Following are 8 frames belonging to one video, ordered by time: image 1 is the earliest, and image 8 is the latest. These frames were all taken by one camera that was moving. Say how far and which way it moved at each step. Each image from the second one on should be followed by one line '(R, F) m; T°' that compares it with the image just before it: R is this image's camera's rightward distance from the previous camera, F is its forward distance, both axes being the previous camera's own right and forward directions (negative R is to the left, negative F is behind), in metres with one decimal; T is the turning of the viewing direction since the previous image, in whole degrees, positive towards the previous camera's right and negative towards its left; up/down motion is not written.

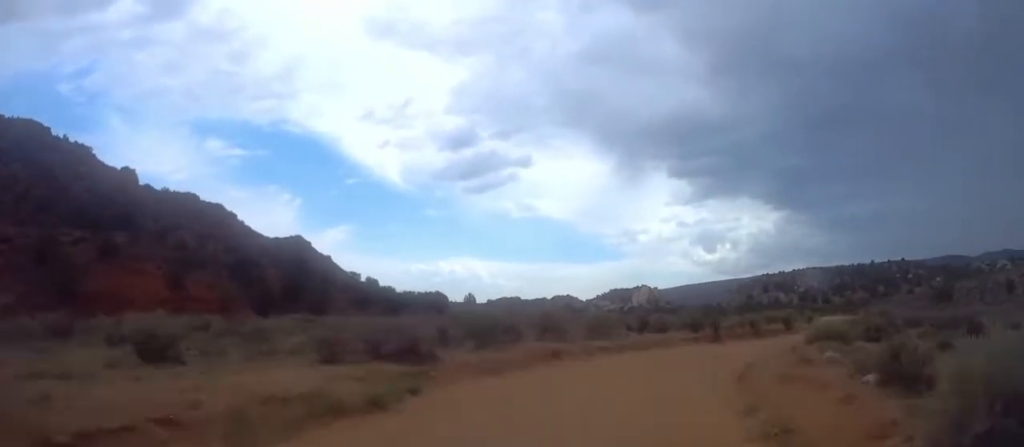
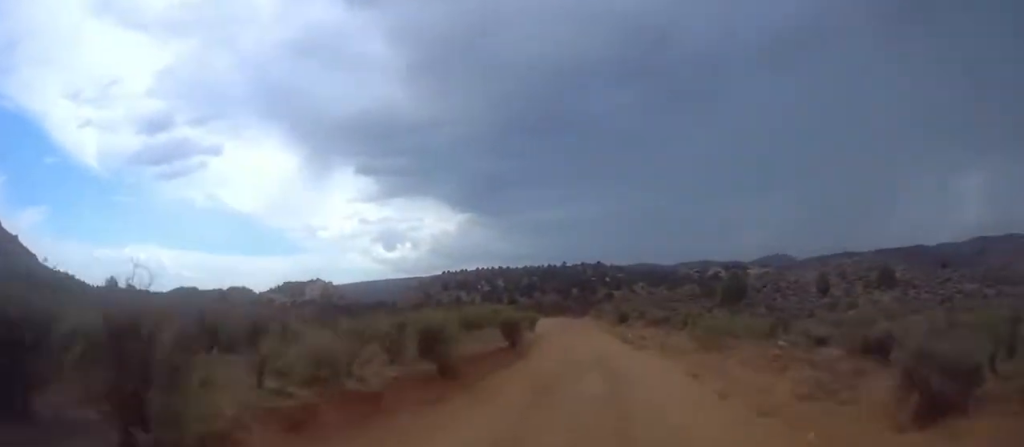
(+8.0, +35.0) m; +20°
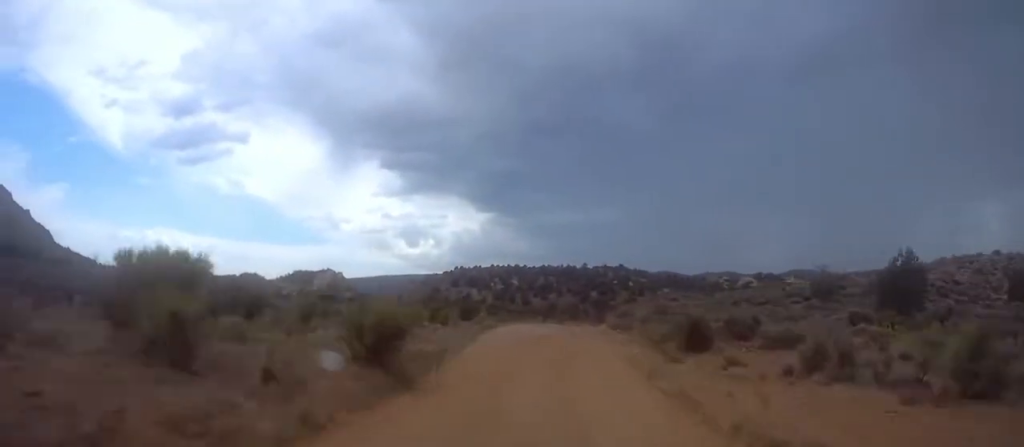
(+1.6, +33.6) m; 0°
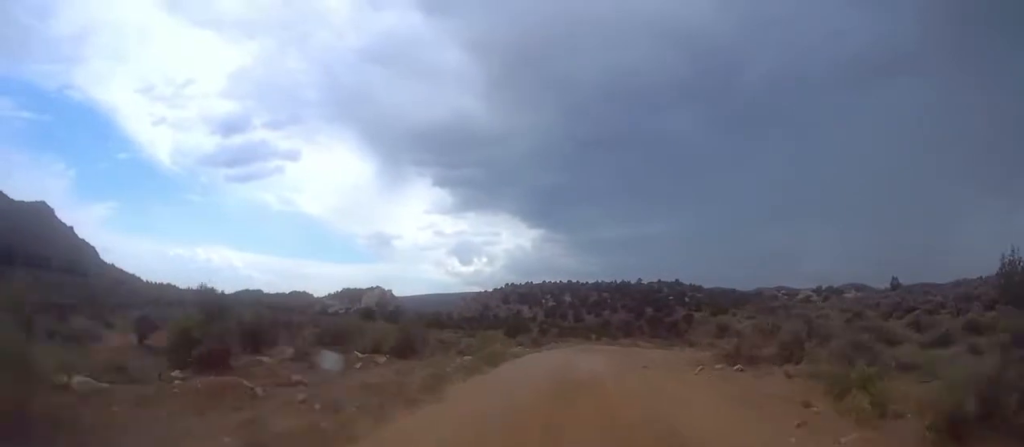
(-0.8, +14.2) m; -2°
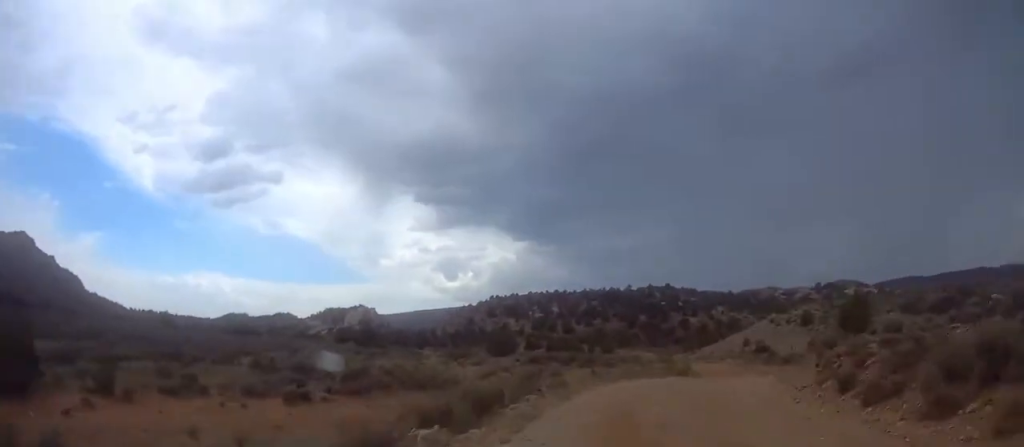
(+0.8, +19.0) m; +2°
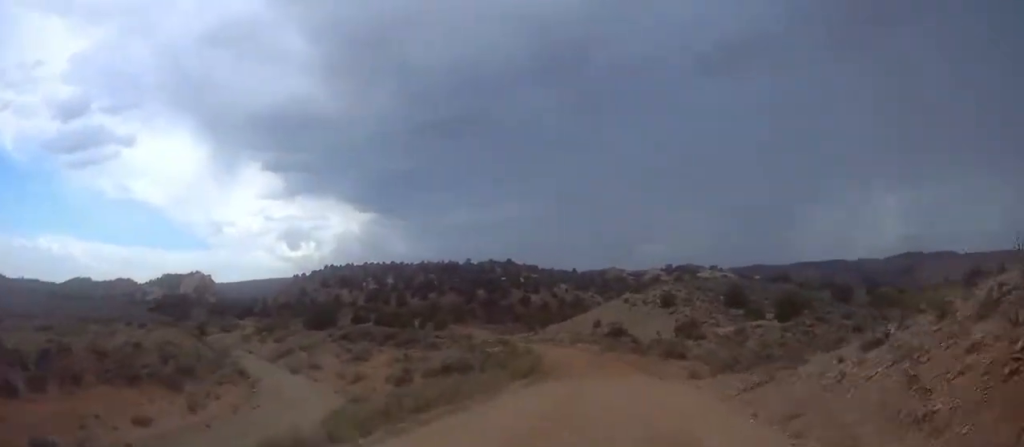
(+0.4, +20.8) m; +3°
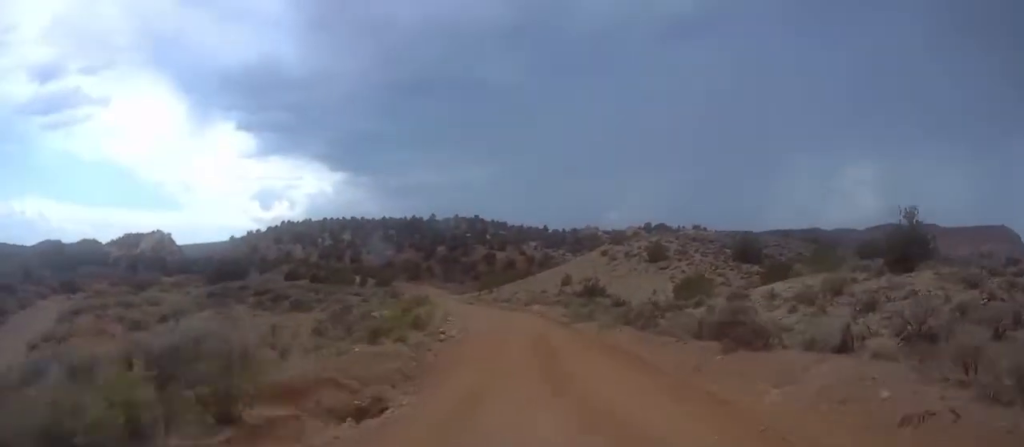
(+1.2, +34.0) m; +1°
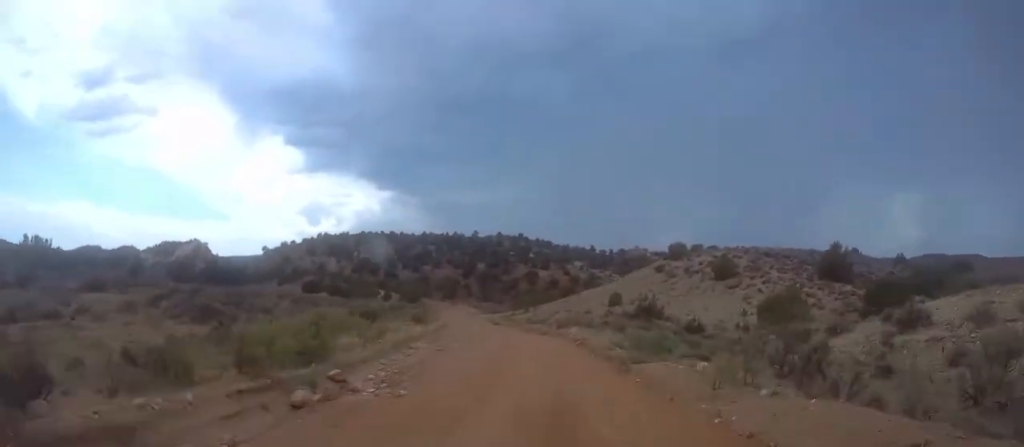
(+0.6, +18.2) m; -1°
